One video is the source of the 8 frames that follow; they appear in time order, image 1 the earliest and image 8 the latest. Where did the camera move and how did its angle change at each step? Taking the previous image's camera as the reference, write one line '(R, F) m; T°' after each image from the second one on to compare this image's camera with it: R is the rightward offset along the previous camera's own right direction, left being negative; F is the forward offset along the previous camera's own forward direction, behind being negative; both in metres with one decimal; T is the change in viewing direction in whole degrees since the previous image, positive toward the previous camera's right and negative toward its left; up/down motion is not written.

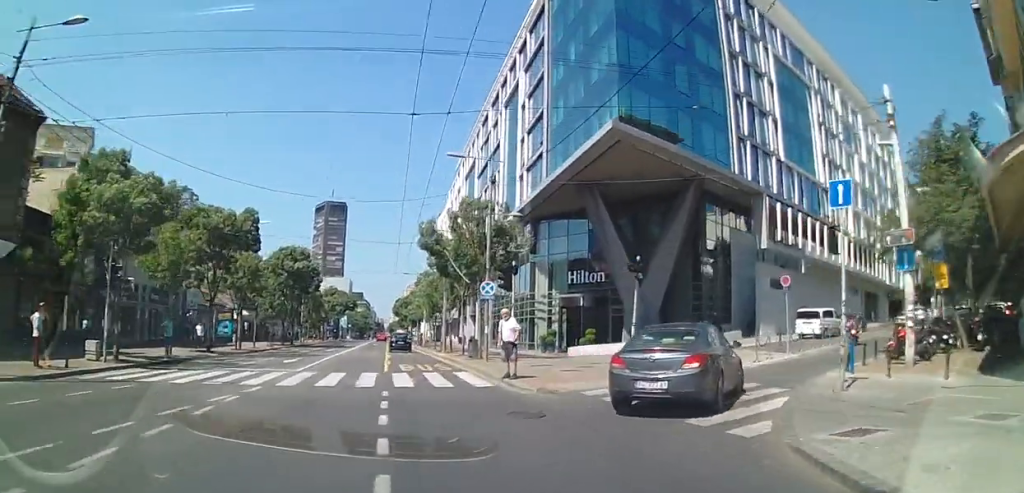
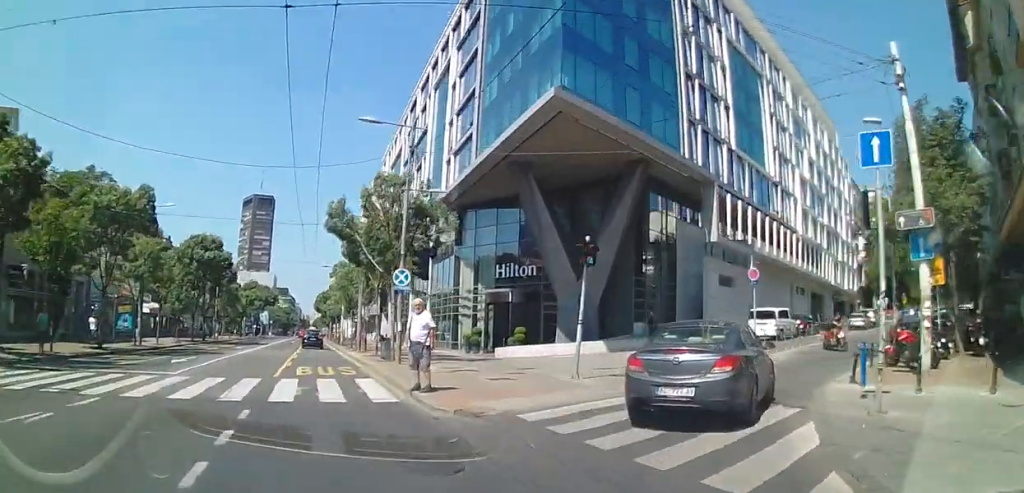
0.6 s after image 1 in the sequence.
(+0.1, +3.6) m; +4°
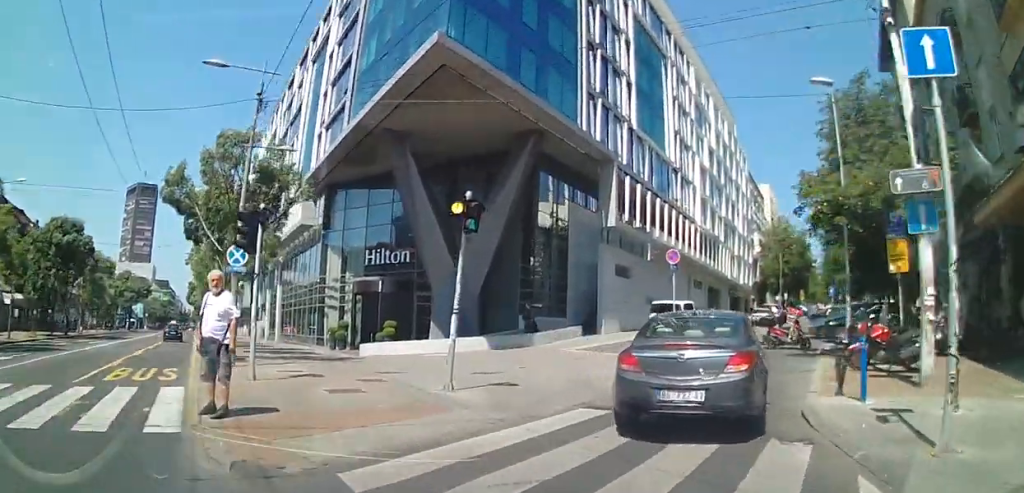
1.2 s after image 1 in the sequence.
(0.0, +4.1) m; +8°
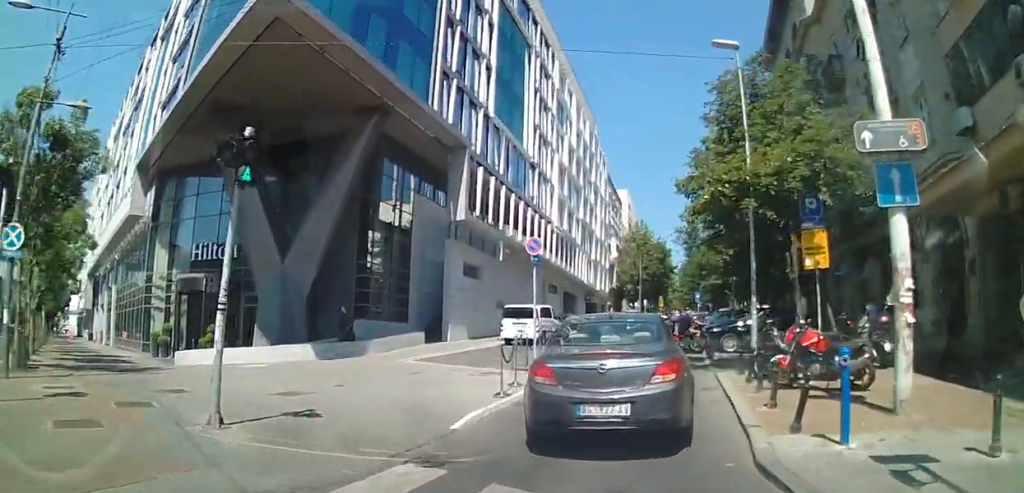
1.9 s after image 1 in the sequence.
(+0.2, +4.1) m; +20°
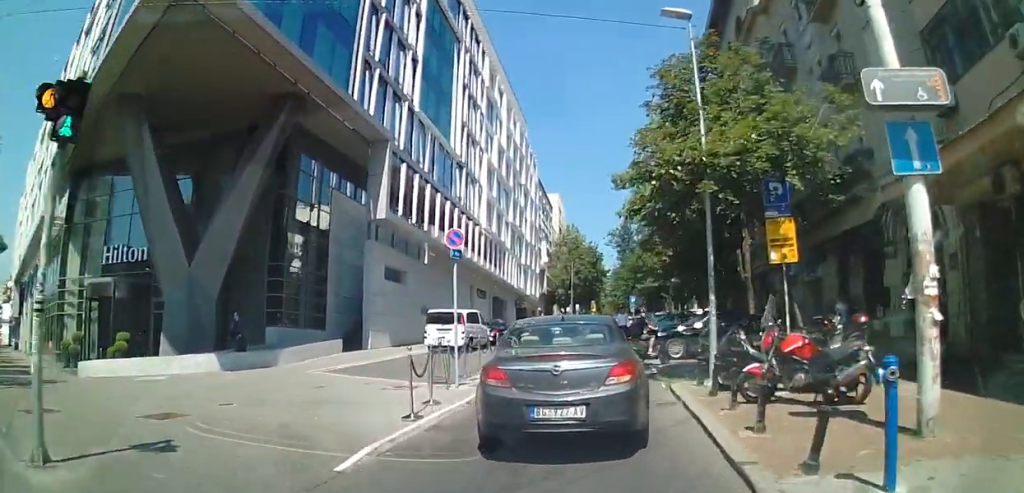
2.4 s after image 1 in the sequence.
(+0.5, +2.0) m; +8°
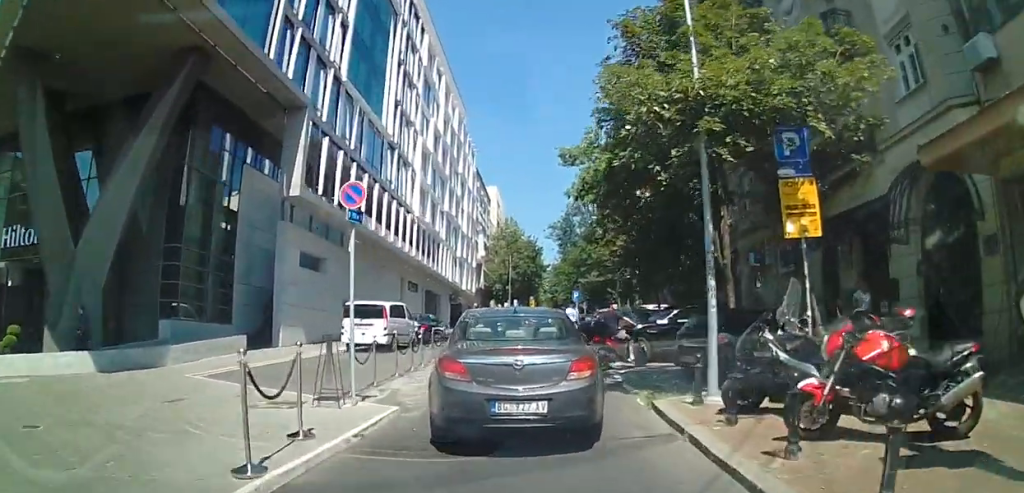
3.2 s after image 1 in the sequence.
(+1.3, +3.3) m; +7°
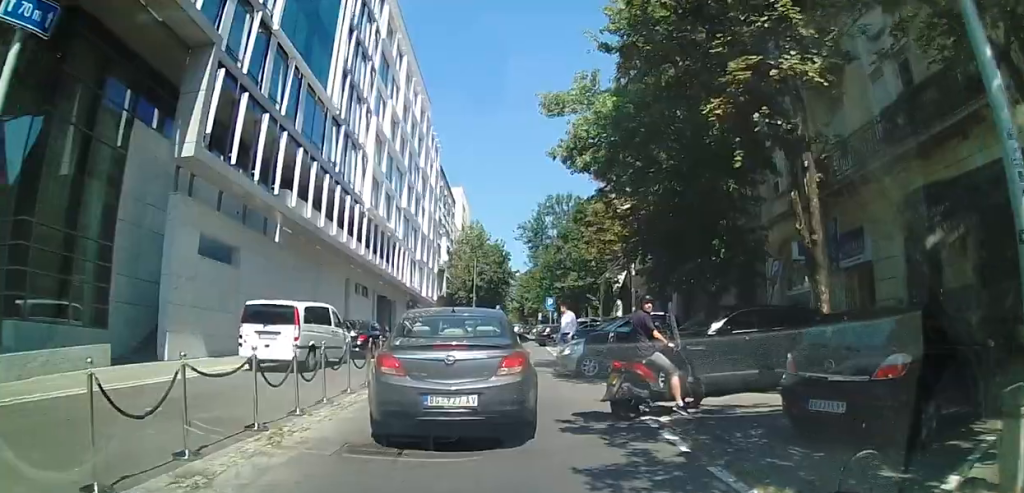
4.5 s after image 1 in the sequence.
(-1.2, +5.0) m; -10°
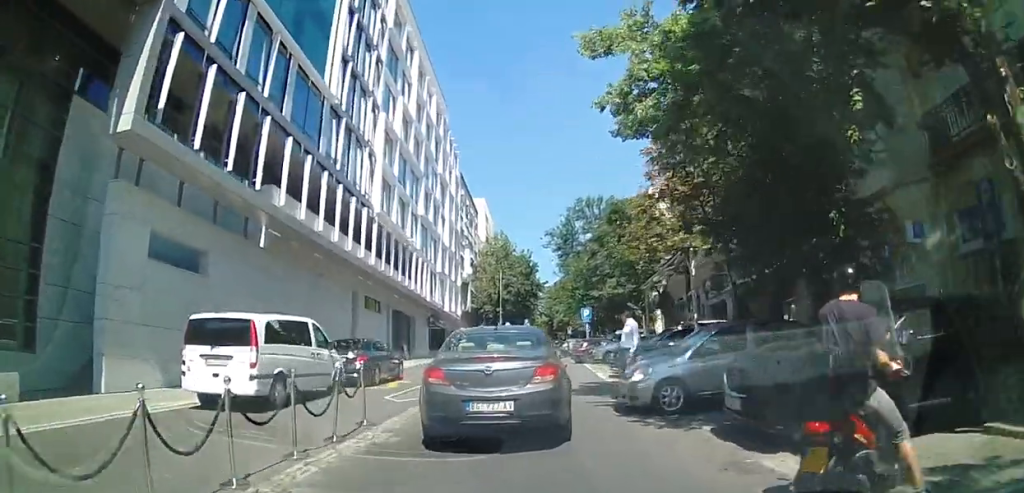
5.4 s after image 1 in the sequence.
(+0.2, +3.5) m; +1°
